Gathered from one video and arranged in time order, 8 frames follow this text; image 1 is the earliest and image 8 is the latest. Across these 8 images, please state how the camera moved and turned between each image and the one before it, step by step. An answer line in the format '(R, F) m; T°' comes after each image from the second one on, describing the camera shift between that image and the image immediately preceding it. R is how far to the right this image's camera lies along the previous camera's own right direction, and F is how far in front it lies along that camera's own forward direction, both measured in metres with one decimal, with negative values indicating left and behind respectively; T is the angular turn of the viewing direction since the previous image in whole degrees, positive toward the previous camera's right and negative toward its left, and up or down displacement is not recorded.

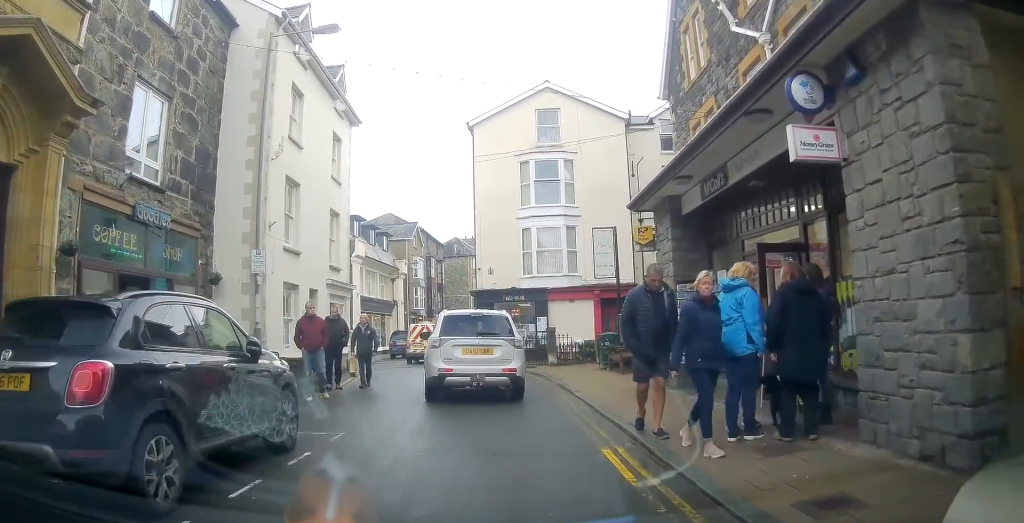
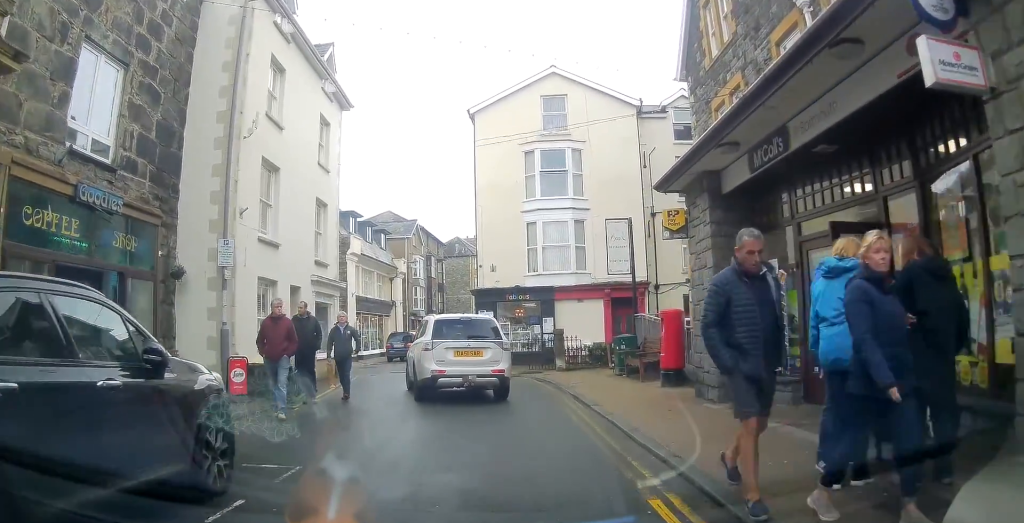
(0.0, +1.9) m; -1°
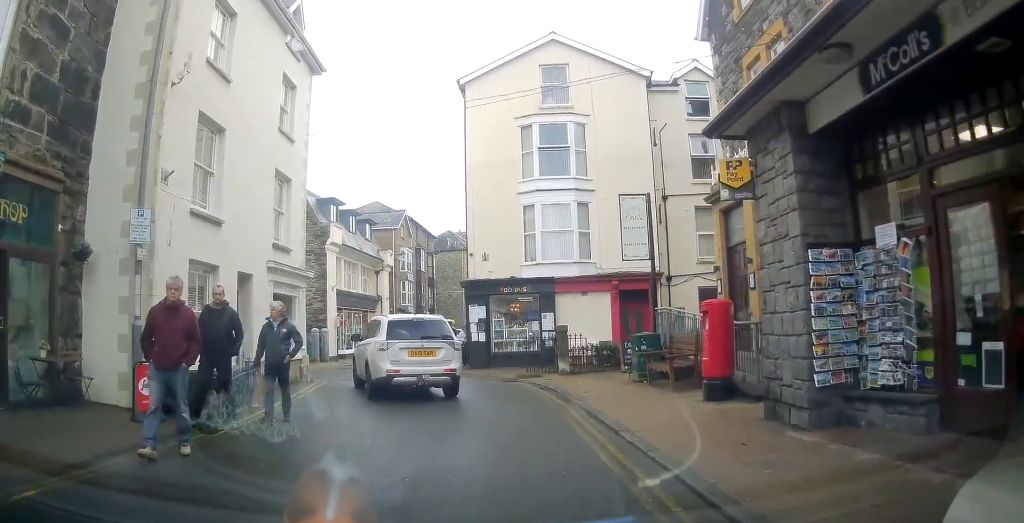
(0.0, +2.9) m; +2°
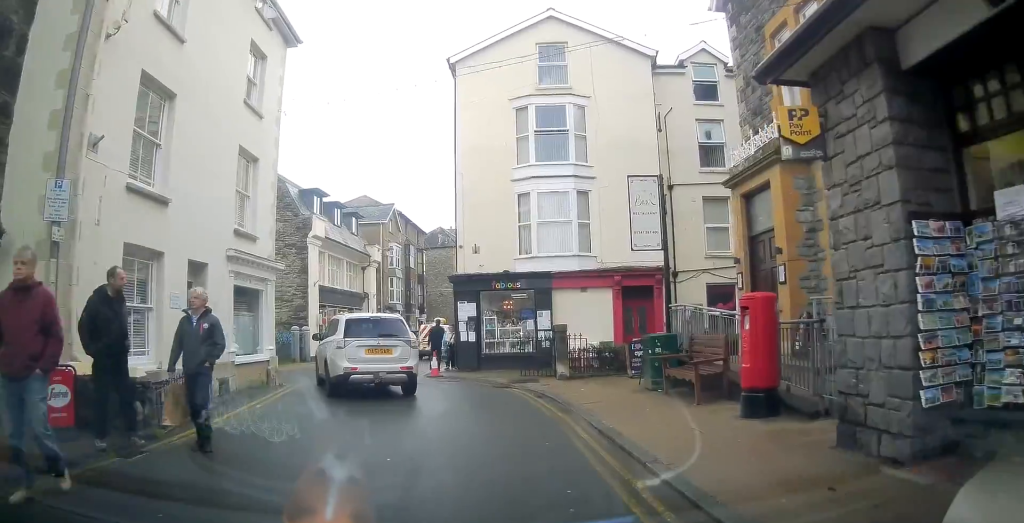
(0.0, +1.8) m; 0°
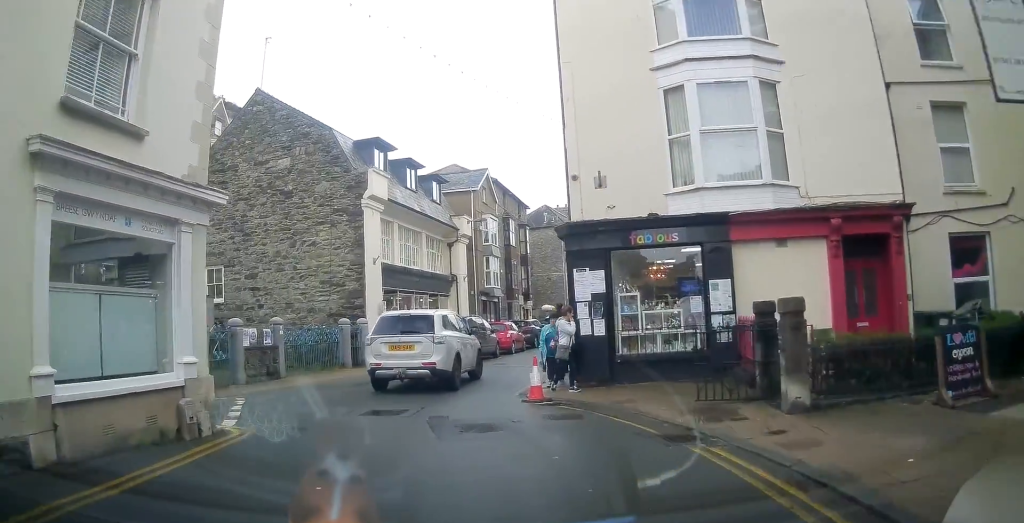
(-0.9, +8.3) m; -9°
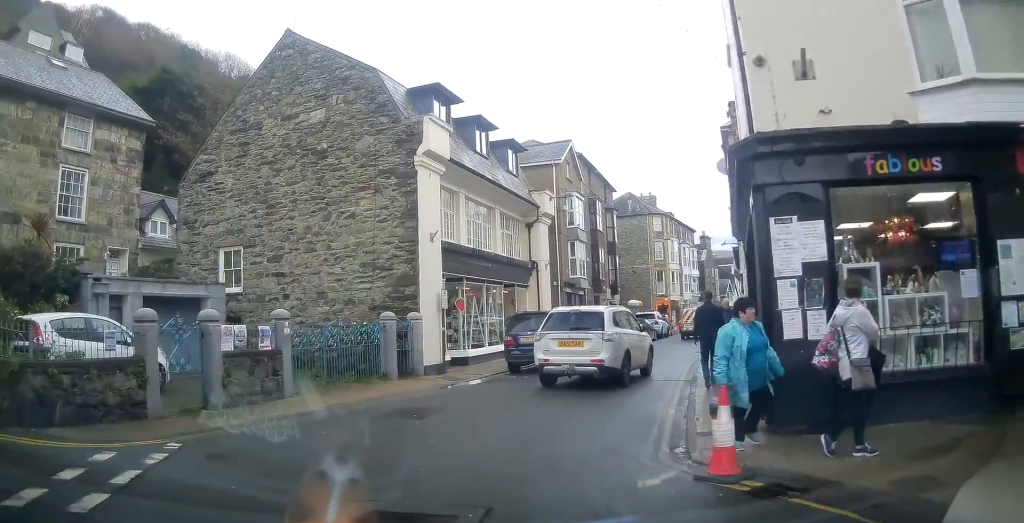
(+0.4, +5.7) m; +2°
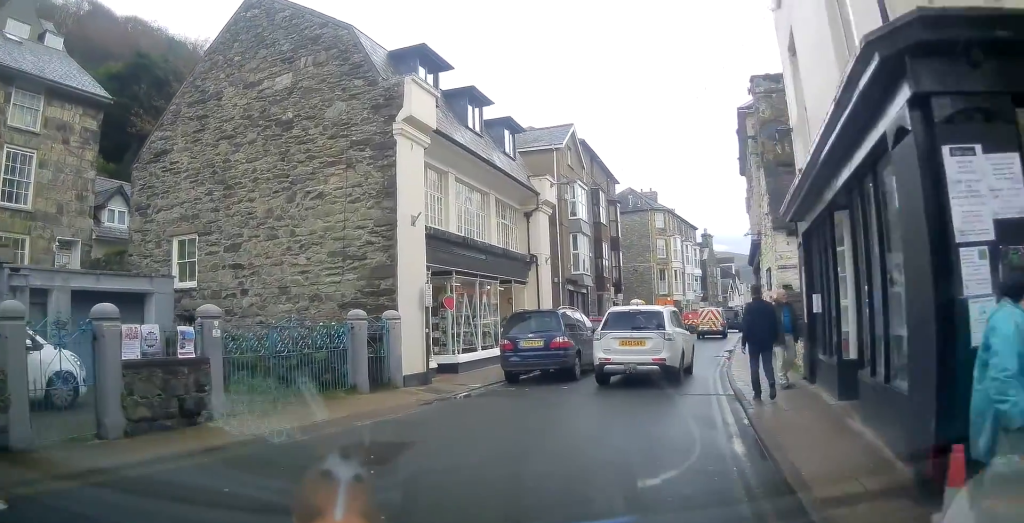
(-0.1, +3.1) m; -2°
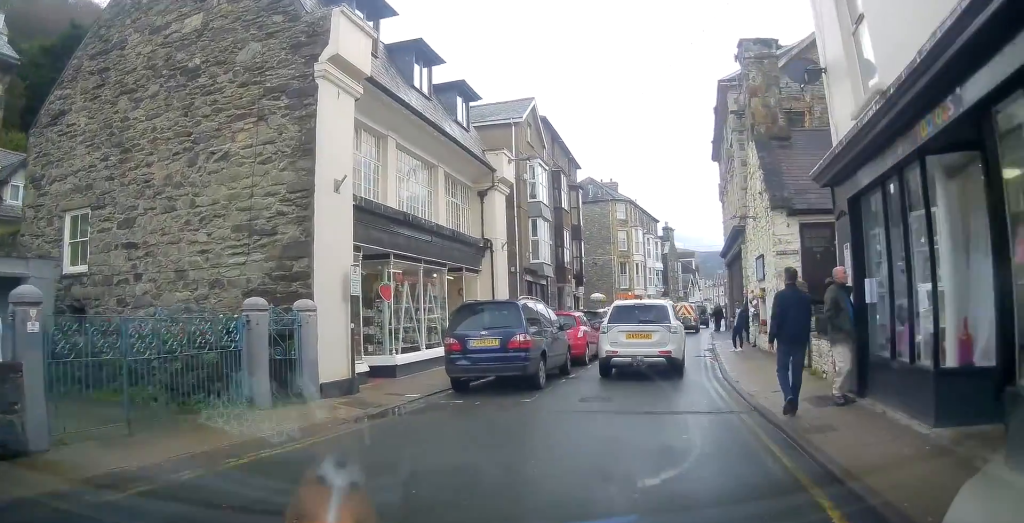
(-0.1, +3.1) m; +2°
